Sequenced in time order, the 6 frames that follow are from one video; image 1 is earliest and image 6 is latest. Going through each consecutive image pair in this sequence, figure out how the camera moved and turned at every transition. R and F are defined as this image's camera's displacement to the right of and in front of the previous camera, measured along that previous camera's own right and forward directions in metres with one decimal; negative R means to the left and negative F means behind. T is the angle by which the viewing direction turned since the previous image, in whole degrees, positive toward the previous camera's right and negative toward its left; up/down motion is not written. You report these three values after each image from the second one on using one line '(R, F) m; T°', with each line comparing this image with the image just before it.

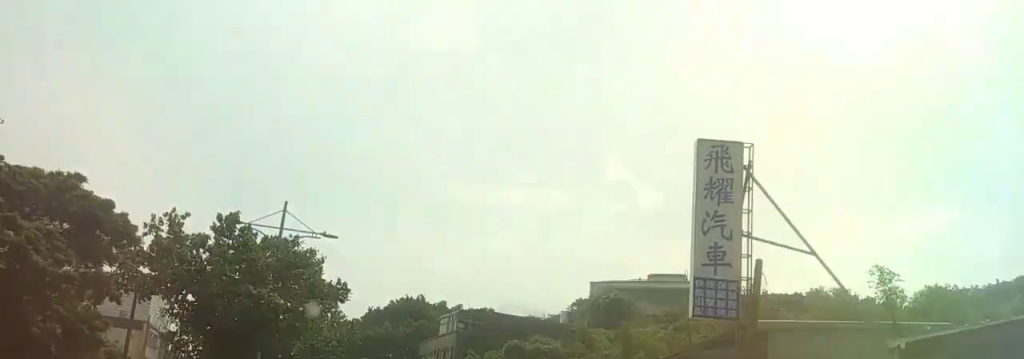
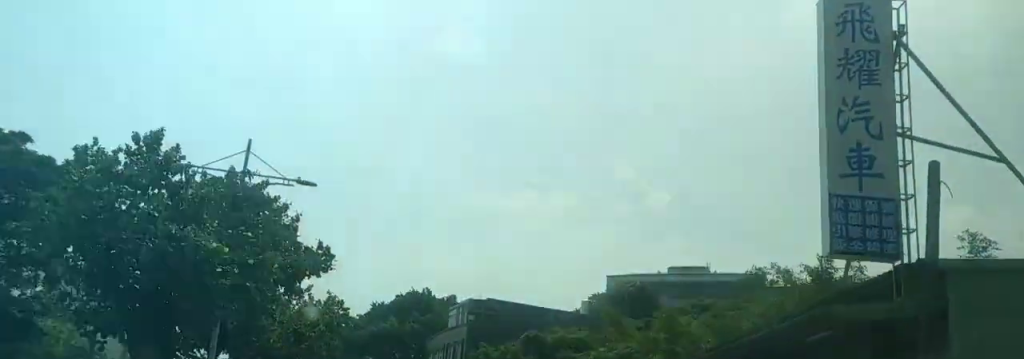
(-0.1, +6.9) m; -2°
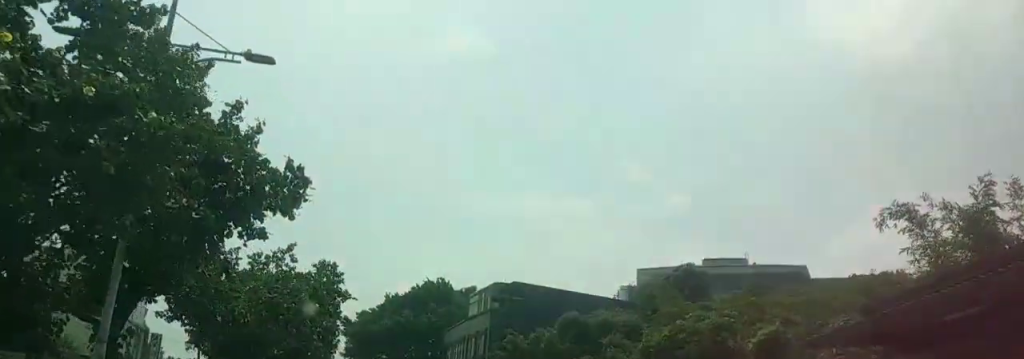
(-0.3, +9.1) m; -3°
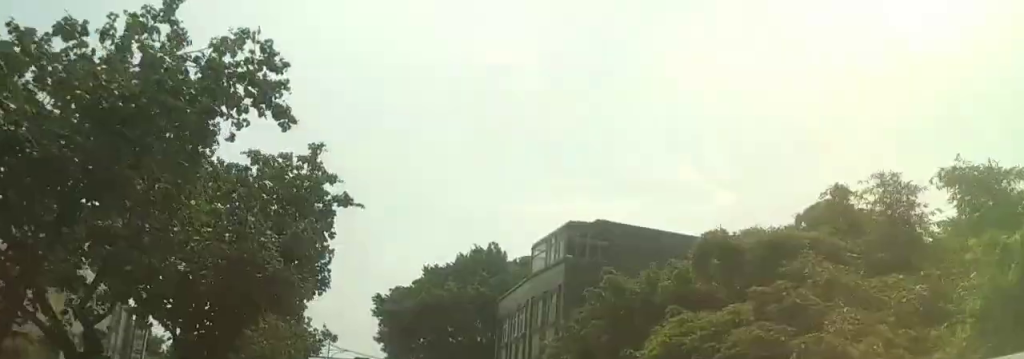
(-0.3, +16.0) m; -3°
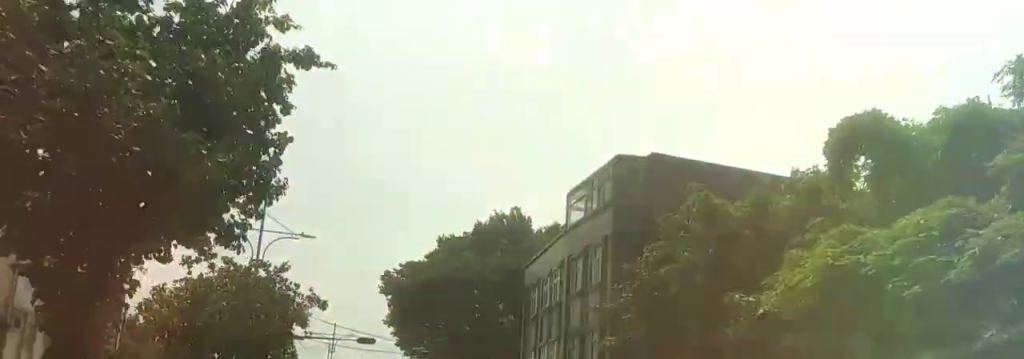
(-0.4, +8.1) m; 0°
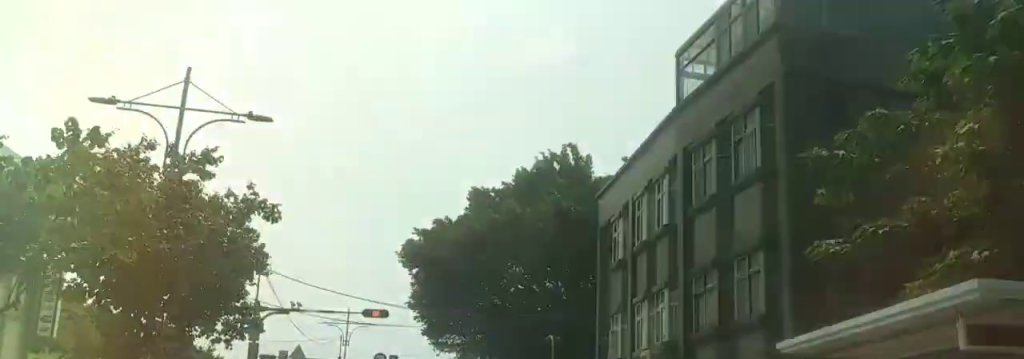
(+0.4, +14.1) m; -2°
